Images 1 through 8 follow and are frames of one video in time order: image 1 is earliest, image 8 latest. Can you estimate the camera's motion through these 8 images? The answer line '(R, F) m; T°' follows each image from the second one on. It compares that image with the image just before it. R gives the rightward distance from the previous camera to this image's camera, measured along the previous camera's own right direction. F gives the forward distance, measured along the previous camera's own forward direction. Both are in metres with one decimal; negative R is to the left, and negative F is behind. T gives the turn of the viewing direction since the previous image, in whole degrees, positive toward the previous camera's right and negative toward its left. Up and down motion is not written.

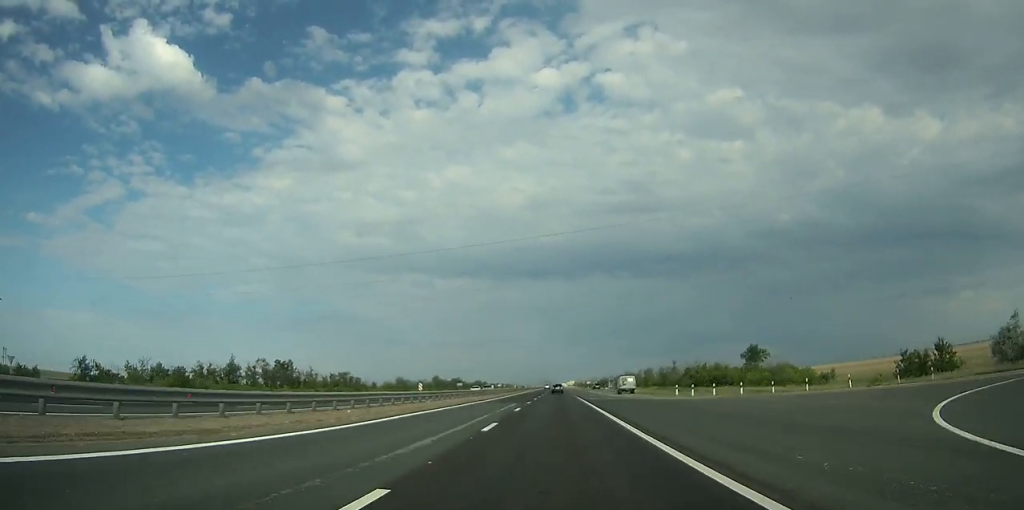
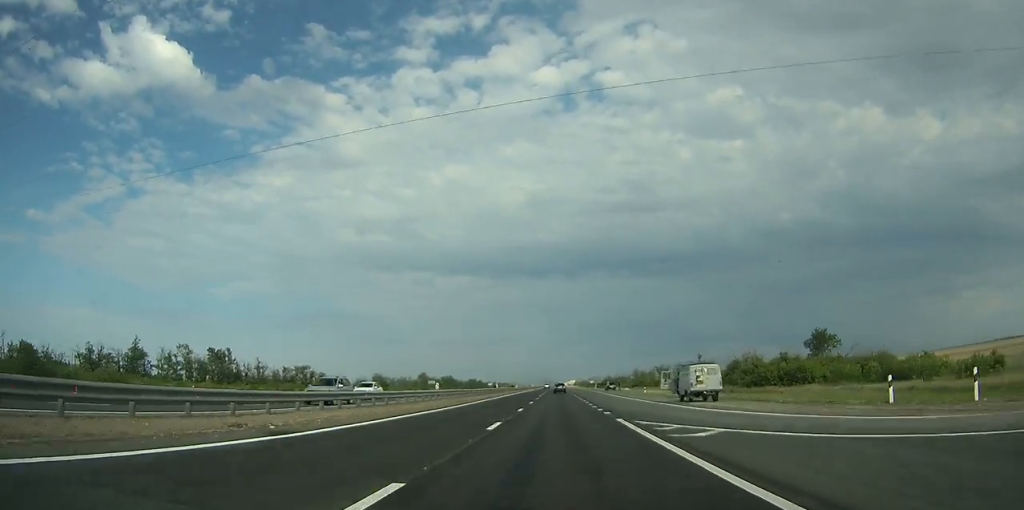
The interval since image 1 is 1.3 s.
(0.0, +35.4) m; 0°
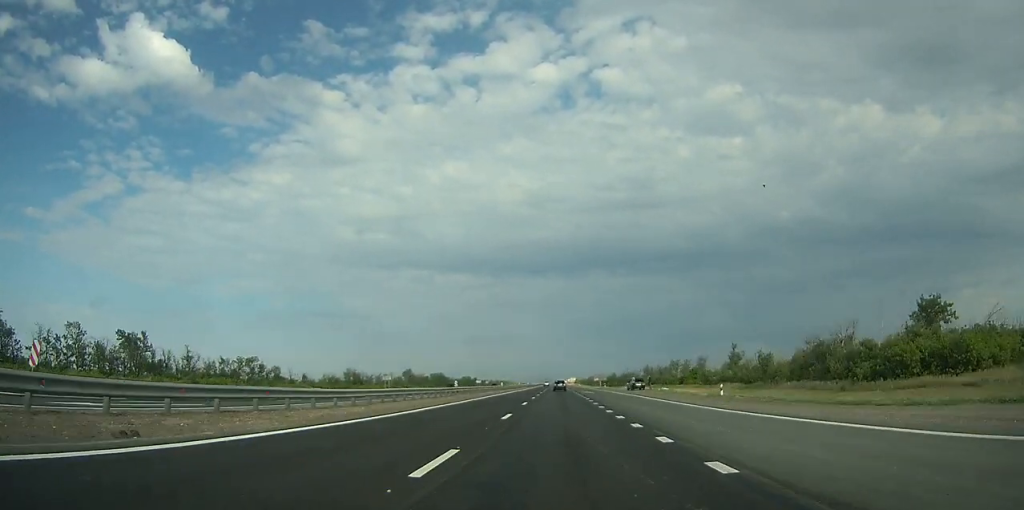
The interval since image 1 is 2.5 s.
(+0.1, +31.8) m; 0°
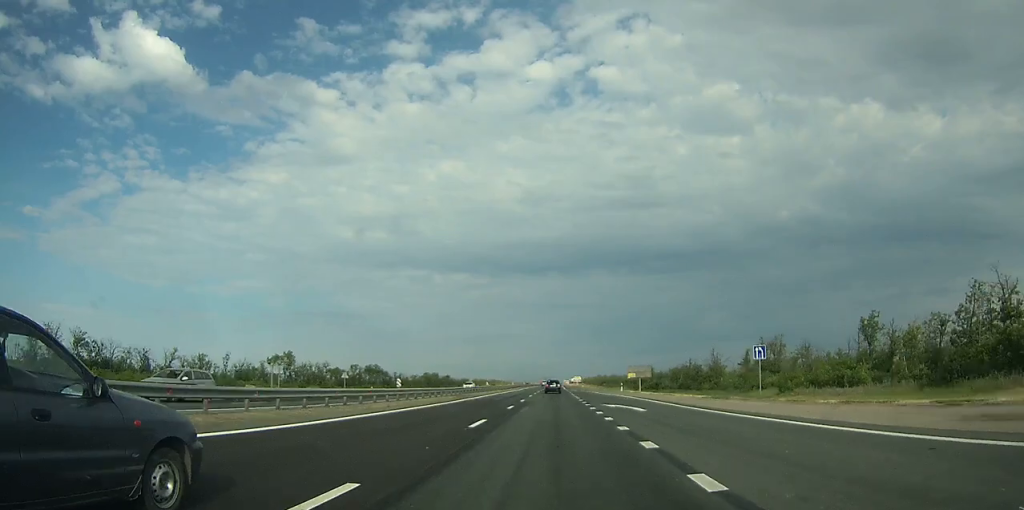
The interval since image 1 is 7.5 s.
(-0.2, +131.8) m; -1°
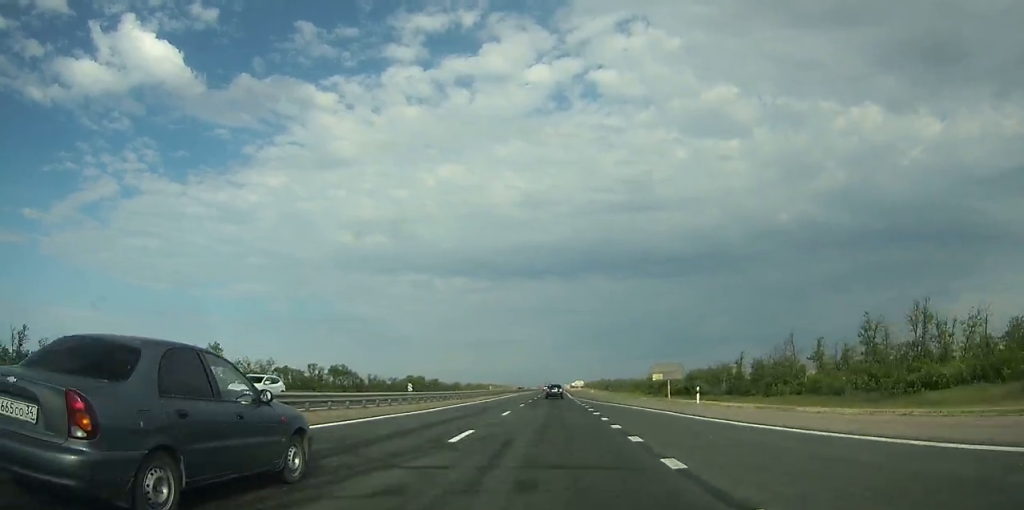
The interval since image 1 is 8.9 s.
(-0.2, +38.8) m; 0°
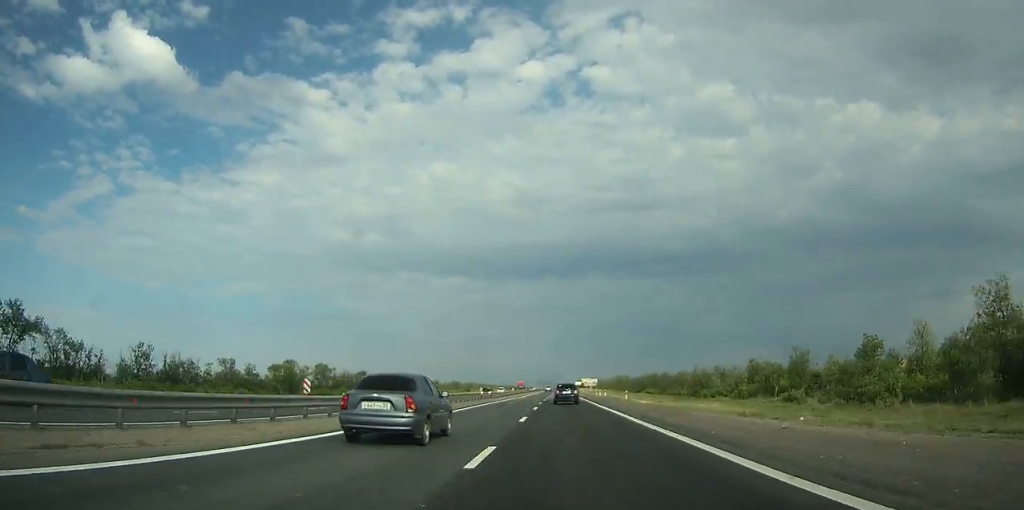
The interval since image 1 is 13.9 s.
(0.0, +138.1) m; 0°
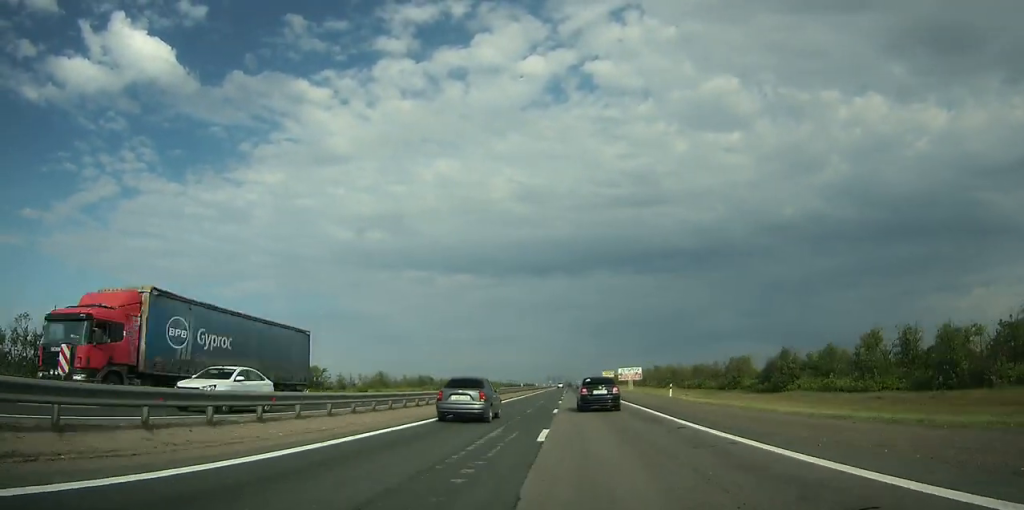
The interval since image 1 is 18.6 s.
(-0.1, +125.7) m; 0°
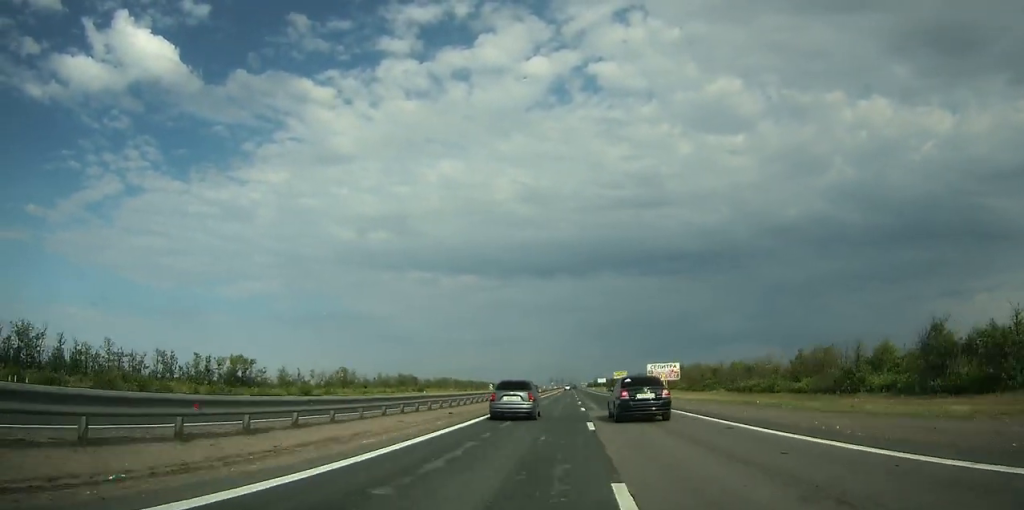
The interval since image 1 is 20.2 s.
(-0.1, +42.4) m; 0°
